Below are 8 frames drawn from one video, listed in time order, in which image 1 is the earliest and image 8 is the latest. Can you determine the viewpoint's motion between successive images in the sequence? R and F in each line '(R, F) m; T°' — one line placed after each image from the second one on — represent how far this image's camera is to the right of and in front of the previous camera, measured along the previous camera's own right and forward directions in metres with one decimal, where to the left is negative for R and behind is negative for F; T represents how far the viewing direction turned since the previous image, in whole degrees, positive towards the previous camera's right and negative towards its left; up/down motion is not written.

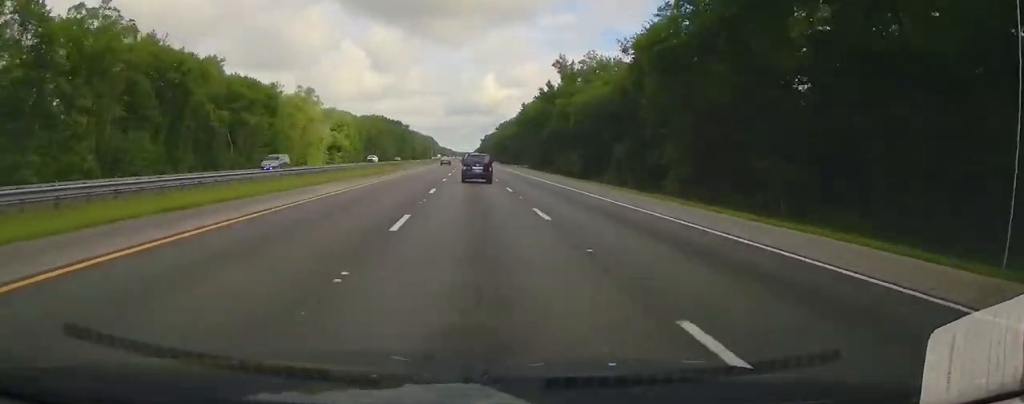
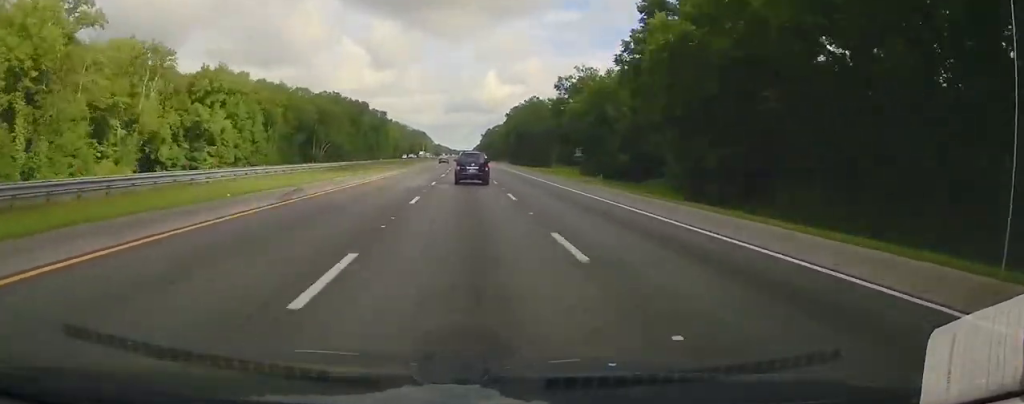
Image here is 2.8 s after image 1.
(-0.1, +83.5) m; 0°
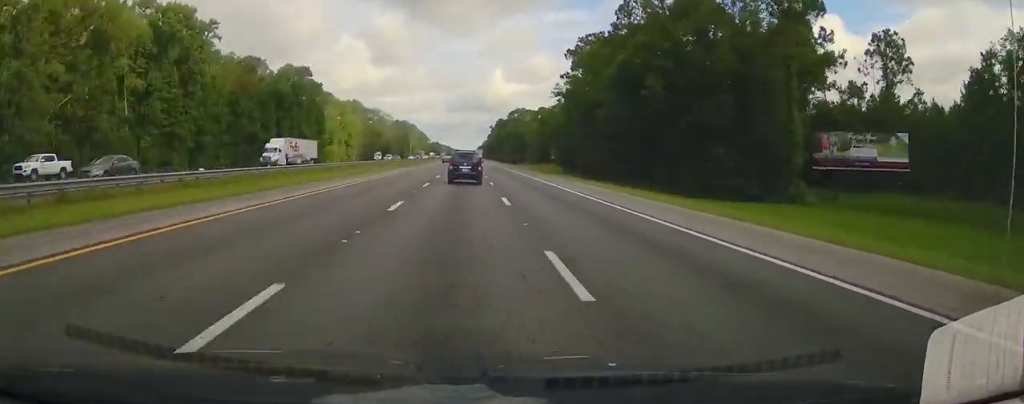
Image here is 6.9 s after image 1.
(-0.1, +129.1) m; 0°
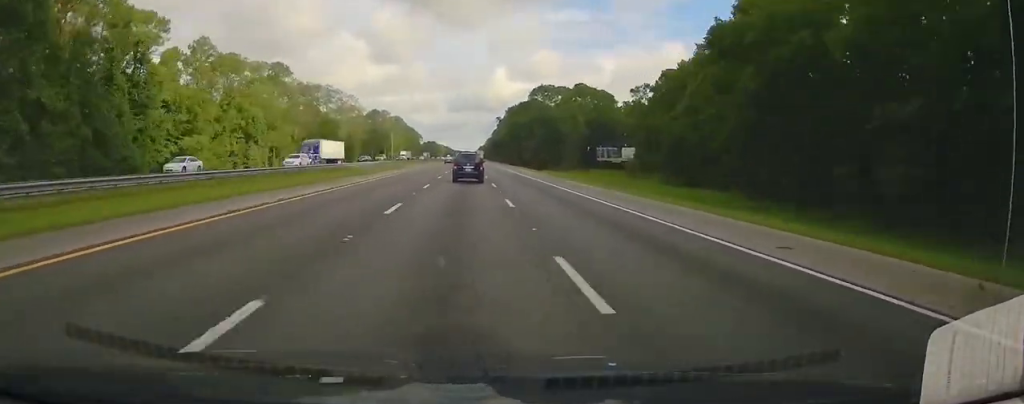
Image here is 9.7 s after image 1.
(-0.1, +91.2) m; 0°
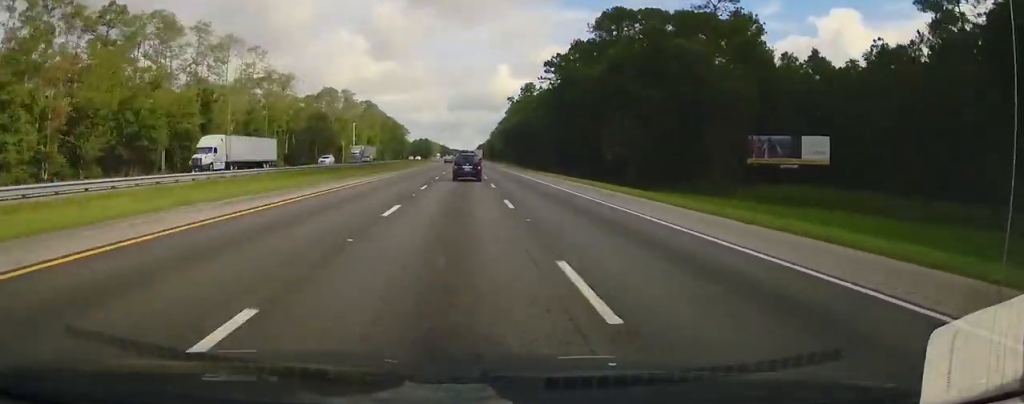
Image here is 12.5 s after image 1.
(-0.1, +92.8) m; 0°
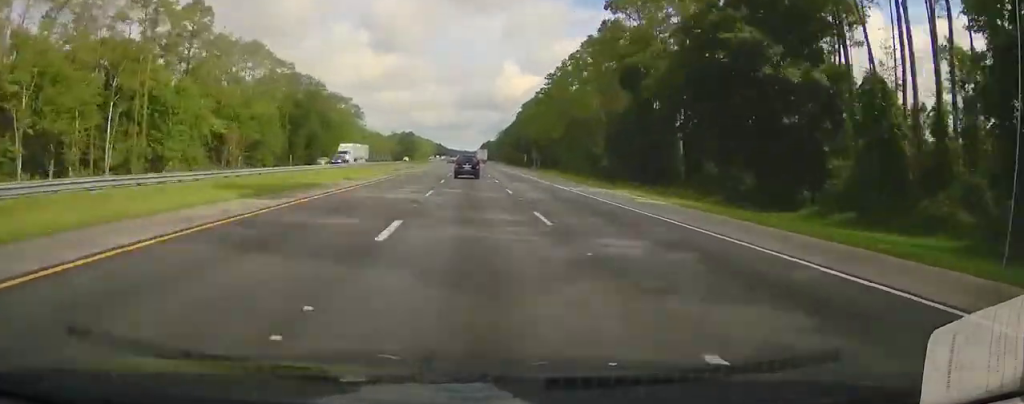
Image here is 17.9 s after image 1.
(+1.1, +182.2) m; 0°
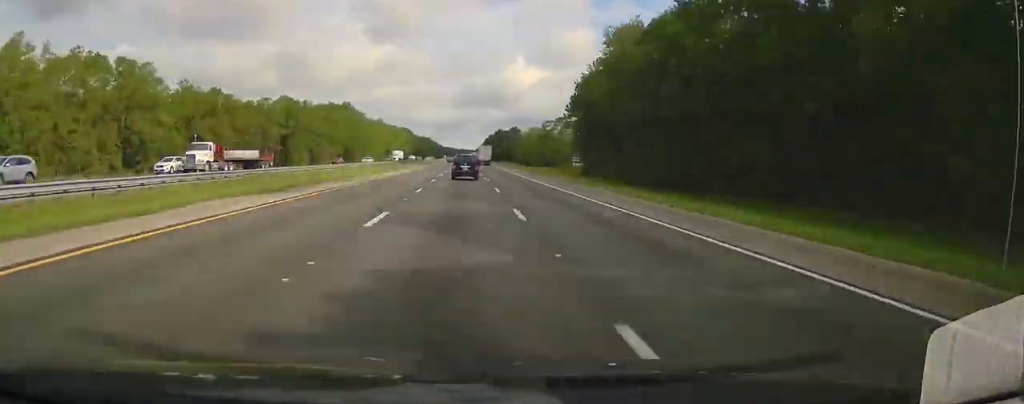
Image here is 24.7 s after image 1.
(-1.5, +237.8) m; 0°
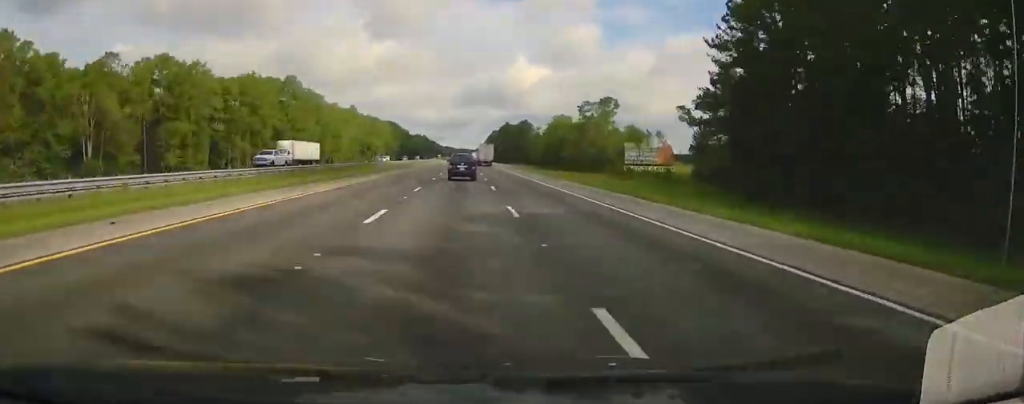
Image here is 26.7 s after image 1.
(+0.2, +70.5) m; 0°
